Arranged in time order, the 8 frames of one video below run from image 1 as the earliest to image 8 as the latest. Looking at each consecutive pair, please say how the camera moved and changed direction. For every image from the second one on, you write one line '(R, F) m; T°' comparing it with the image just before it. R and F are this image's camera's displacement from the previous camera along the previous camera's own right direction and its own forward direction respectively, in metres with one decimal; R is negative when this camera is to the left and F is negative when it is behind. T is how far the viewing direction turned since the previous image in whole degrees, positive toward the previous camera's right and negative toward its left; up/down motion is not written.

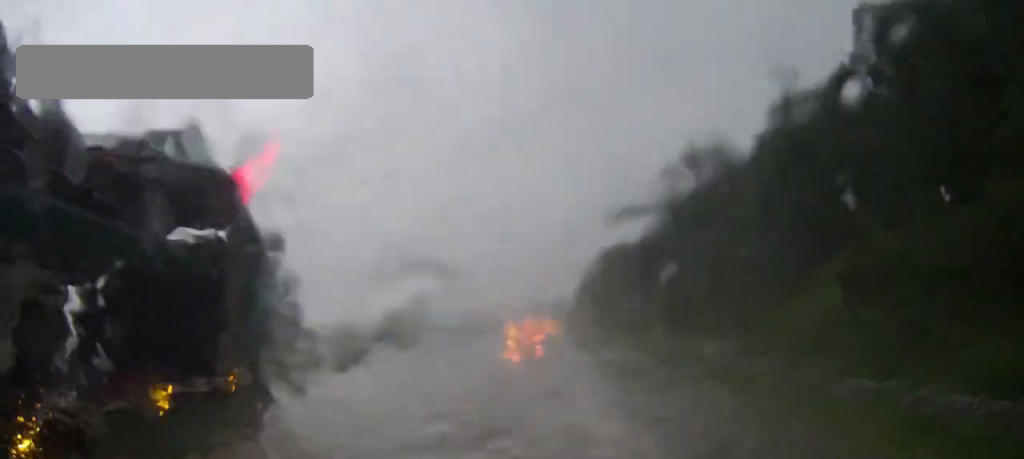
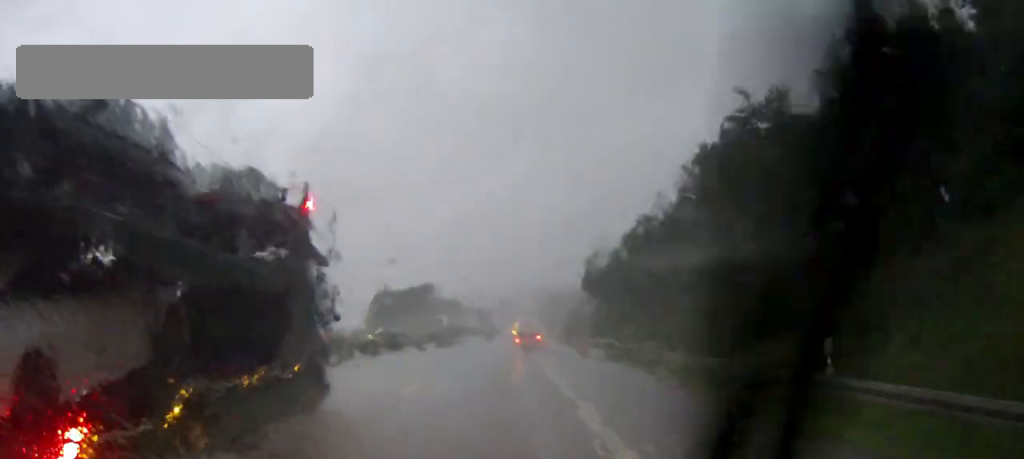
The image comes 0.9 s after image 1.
(0.0, +13.2) m; 0°
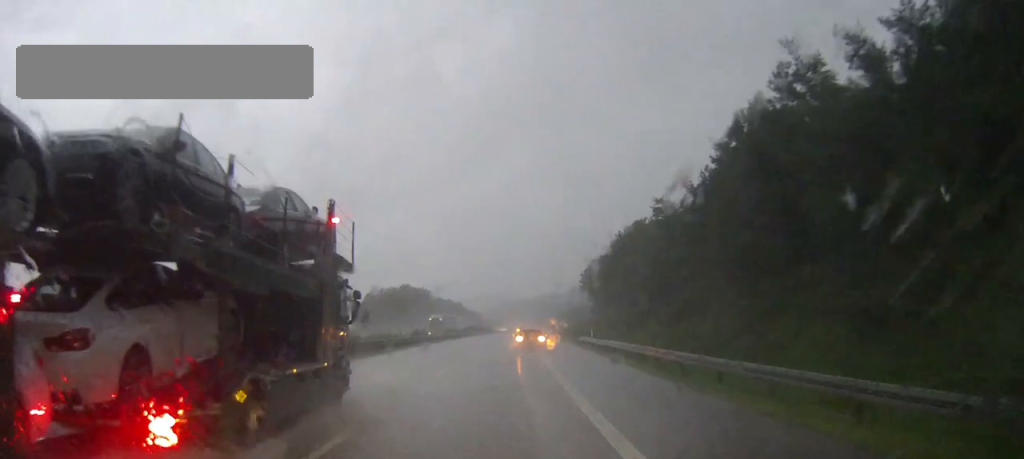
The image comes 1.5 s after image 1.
(0.0, +8.9) m; 0°
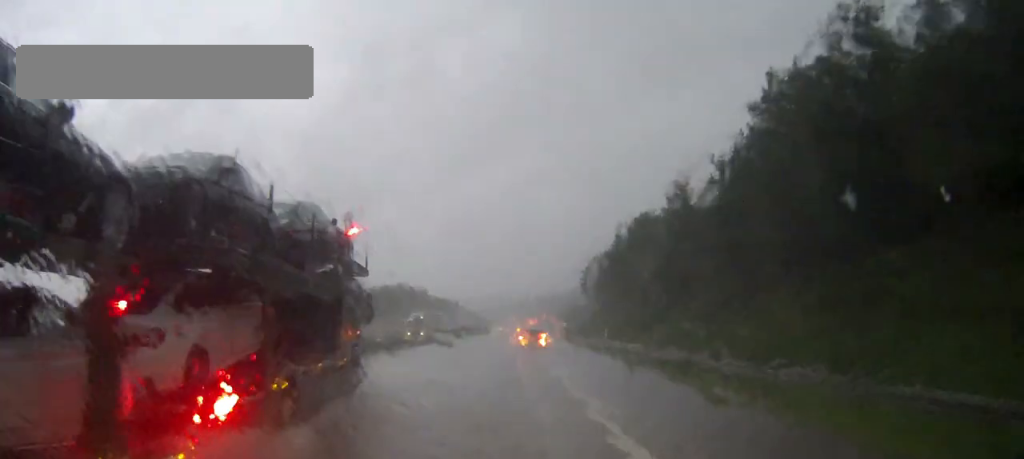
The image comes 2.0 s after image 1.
(0.0, +8.1) m; 0°
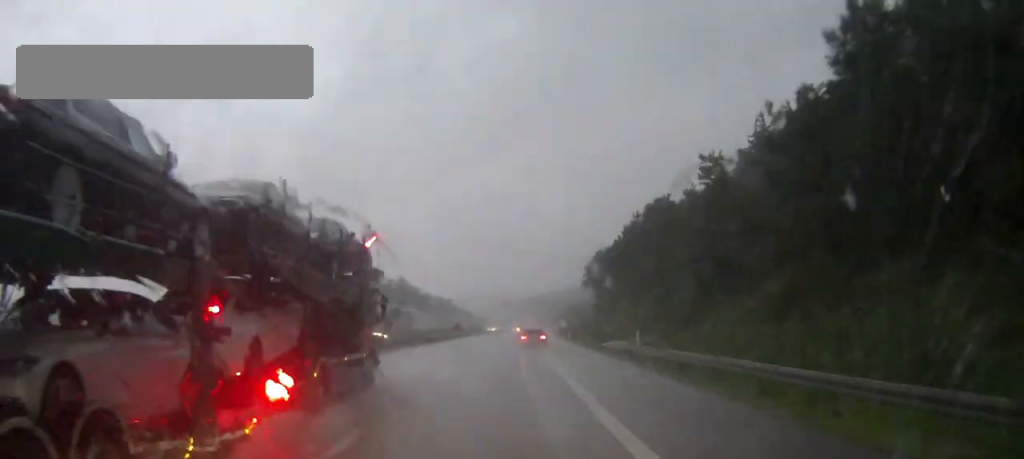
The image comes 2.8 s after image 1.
(0.0, +11.2) m; 0°
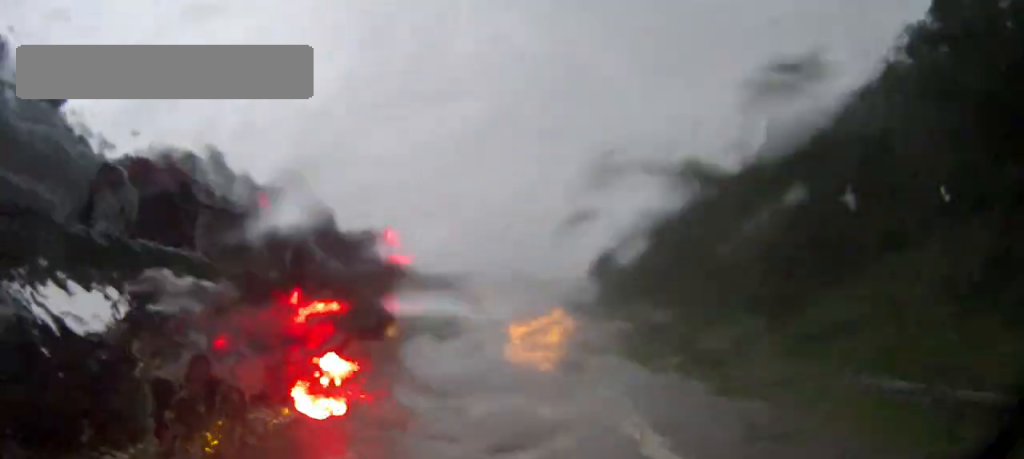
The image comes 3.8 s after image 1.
(+0.1, +15.6) m; +1°
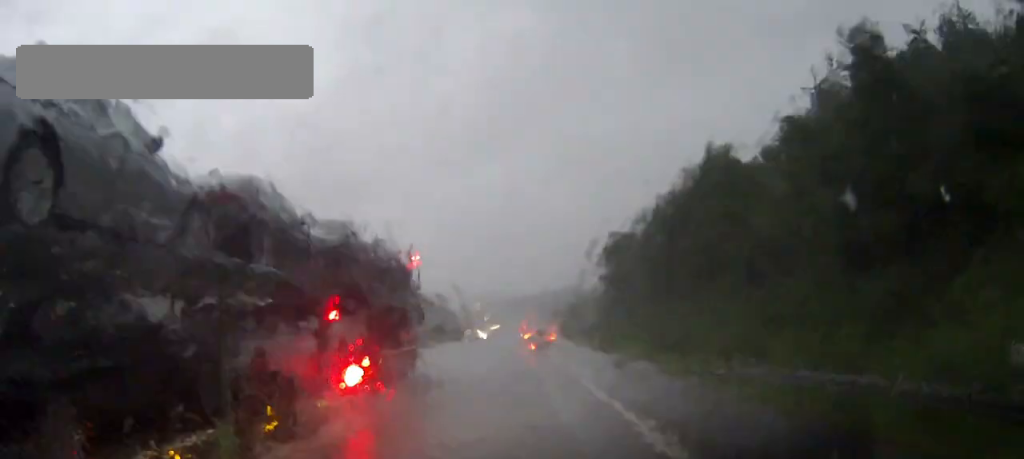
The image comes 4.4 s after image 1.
(0.0, +10.0) m; 0°
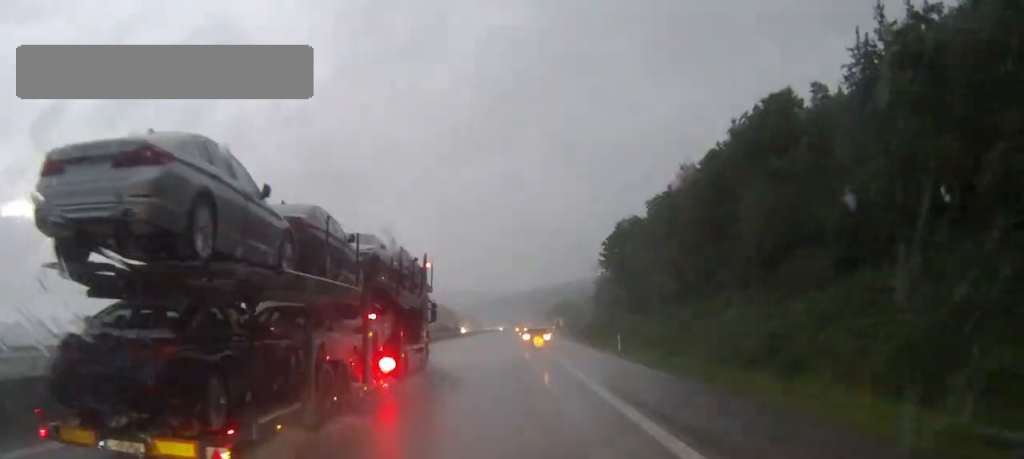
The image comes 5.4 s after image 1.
(+0.1, +15.3) m; +1°
